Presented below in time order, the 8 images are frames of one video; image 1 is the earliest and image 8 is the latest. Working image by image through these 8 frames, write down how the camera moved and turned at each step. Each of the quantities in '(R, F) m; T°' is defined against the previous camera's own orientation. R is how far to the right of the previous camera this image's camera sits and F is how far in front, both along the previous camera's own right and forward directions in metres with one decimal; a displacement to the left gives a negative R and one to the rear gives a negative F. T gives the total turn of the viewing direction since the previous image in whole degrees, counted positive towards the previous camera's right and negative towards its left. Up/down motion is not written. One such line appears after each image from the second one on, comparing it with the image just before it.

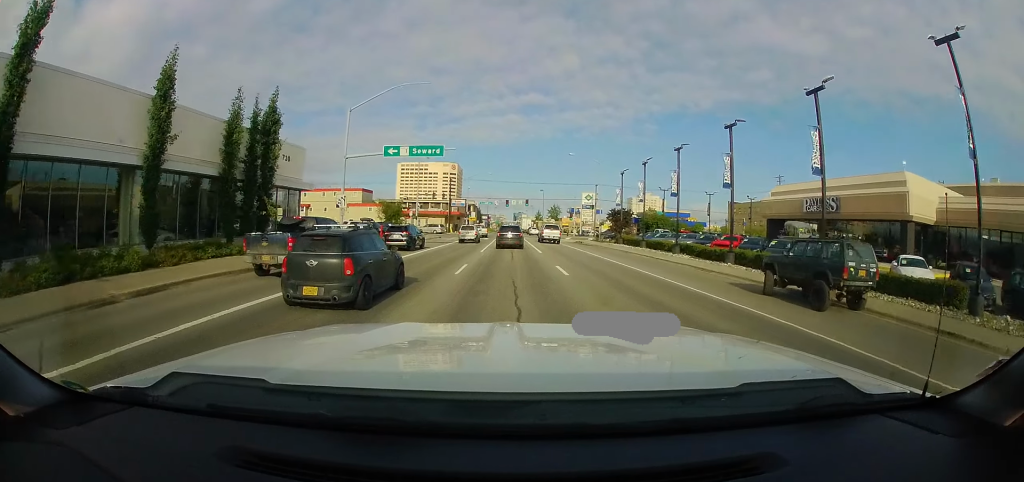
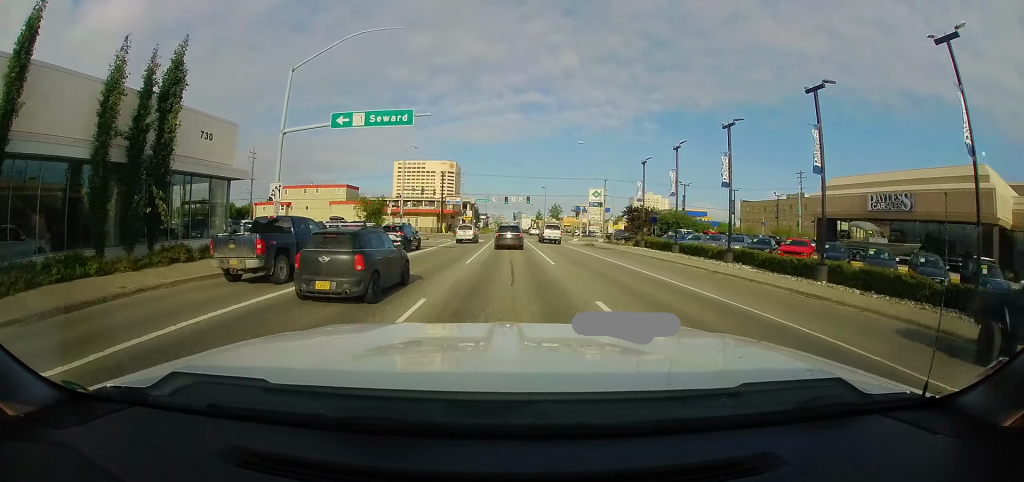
(0.0, +8.1) m; 0°
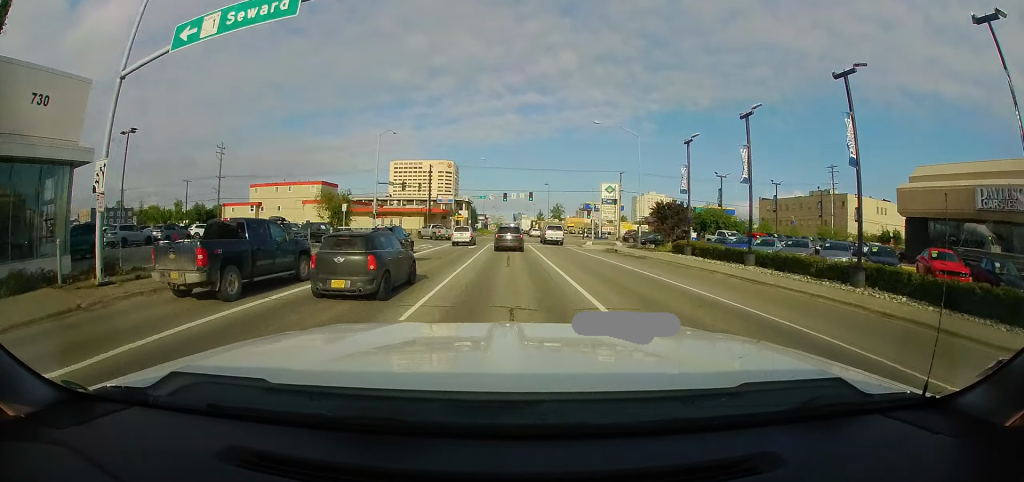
(0.0, +10.6) m; 0°
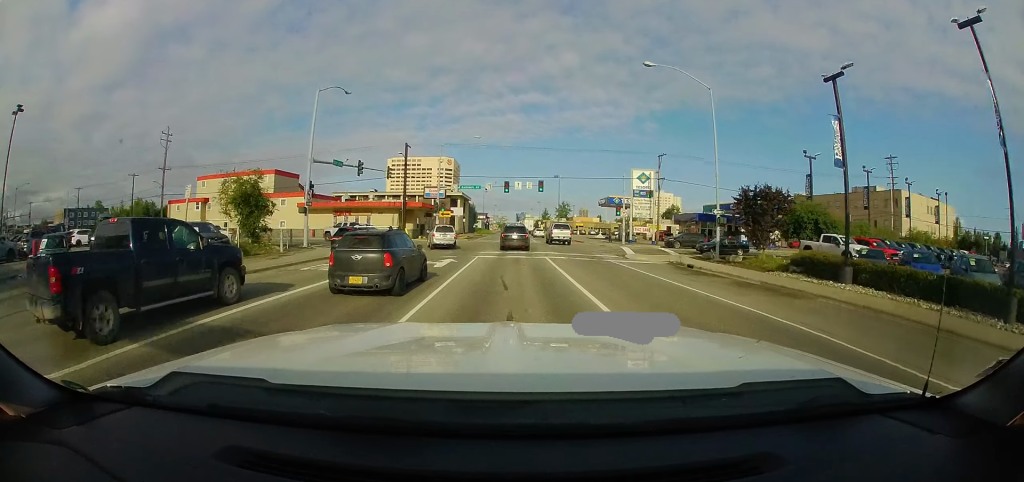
(0.0, +15.4) m; 0°
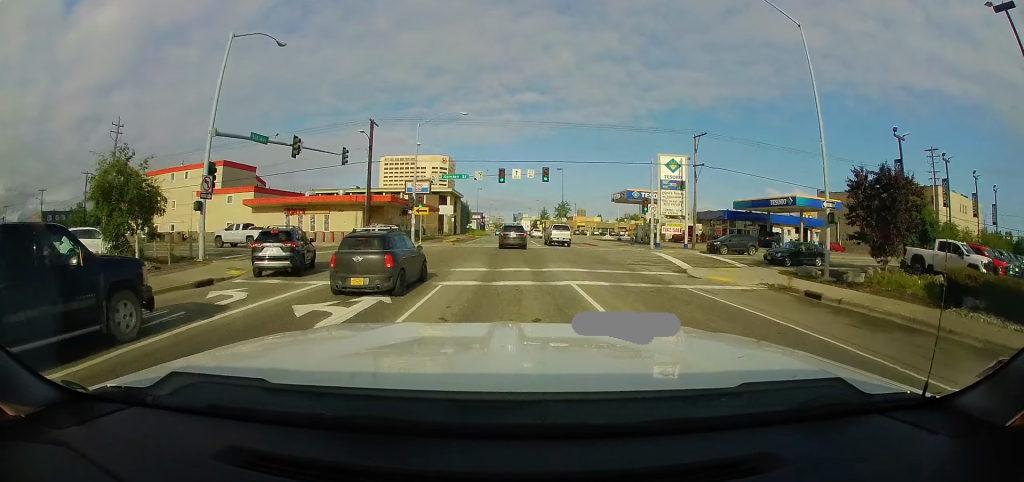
(0.0, +10.4) m; 0°
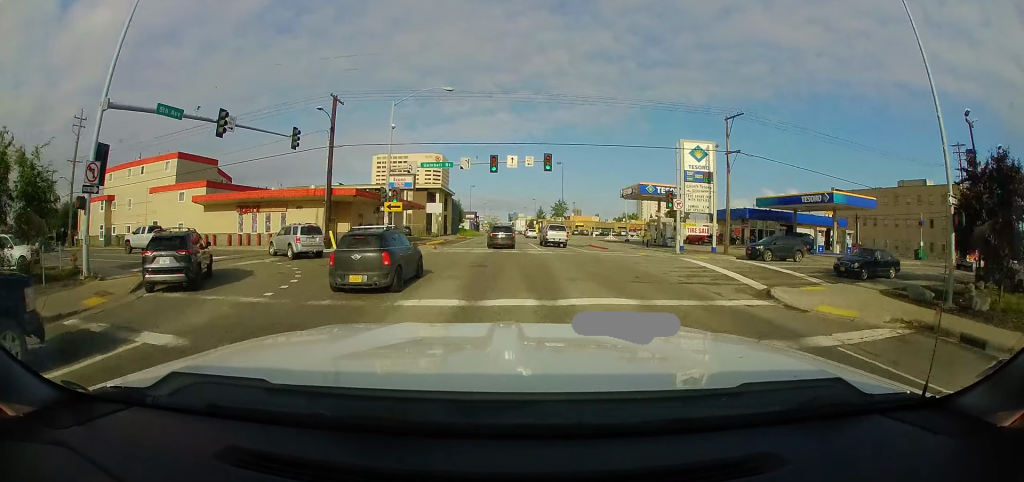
(0.0, +6.8) m; 0°
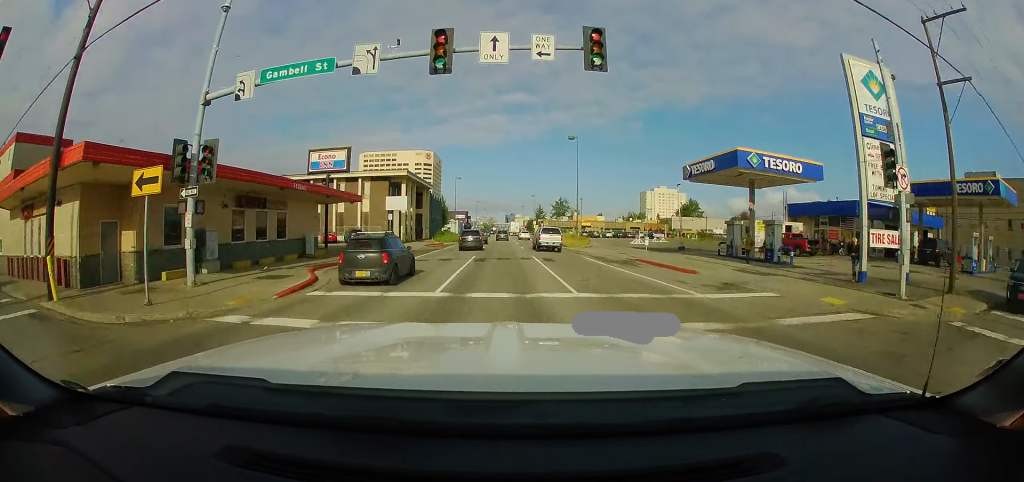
(0.0, +19.9) m; +1°
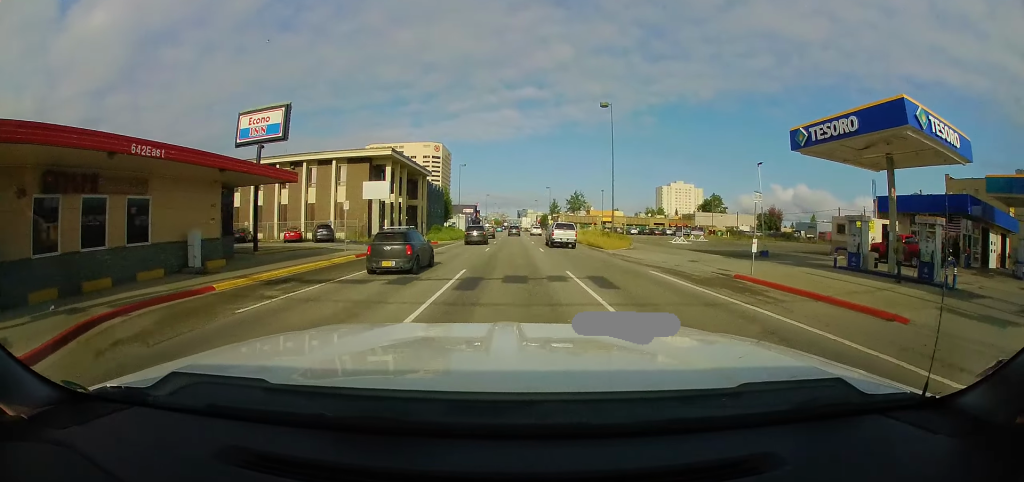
(+0.2, +11.4) m; +1°
